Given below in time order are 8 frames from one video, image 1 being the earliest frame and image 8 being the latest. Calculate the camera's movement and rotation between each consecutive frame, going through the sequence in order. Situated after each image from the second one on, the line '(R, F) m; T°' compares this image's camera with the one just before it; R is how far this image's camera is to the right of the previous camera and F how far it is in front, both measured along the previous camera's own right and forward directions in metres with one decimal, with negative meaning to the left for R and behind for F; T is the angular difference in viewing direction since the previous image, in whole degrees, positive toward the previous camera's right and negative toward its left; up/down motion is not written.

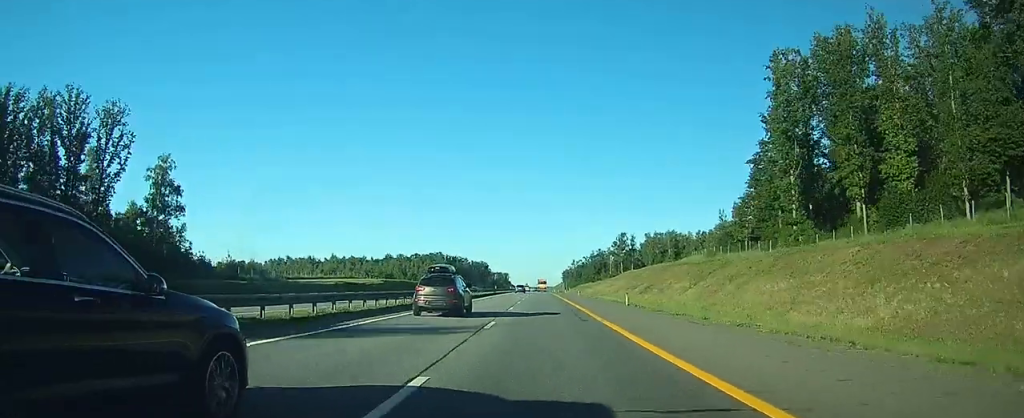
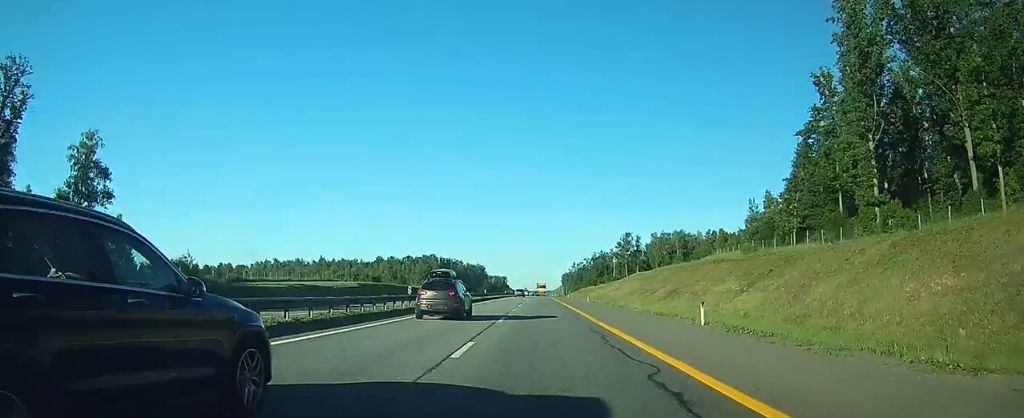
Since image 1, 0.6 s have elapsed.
(0.0, +18.2) m; 0°
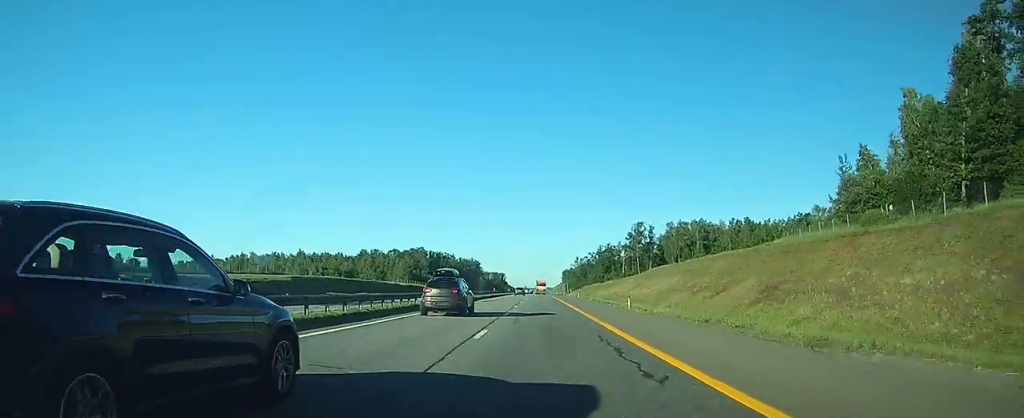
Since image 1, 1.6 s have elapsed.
(0.0, +32.2) m; 0°
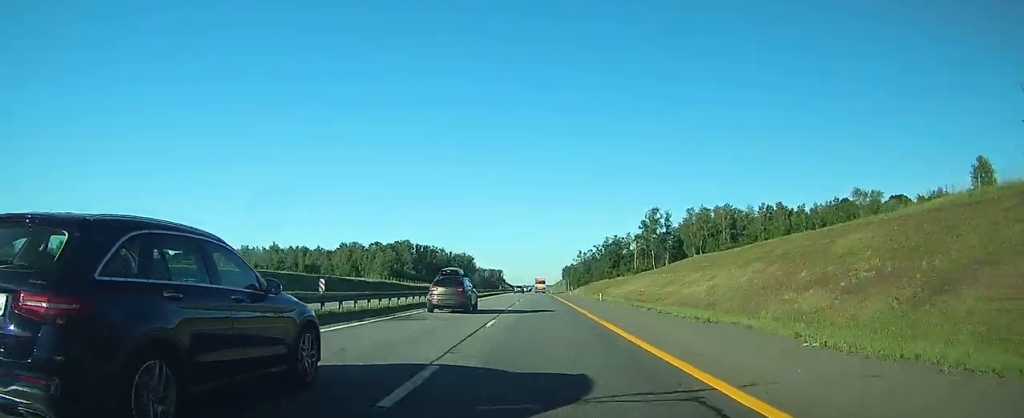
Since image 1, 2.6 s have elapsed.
(-0.1, +32.3) m; 0°
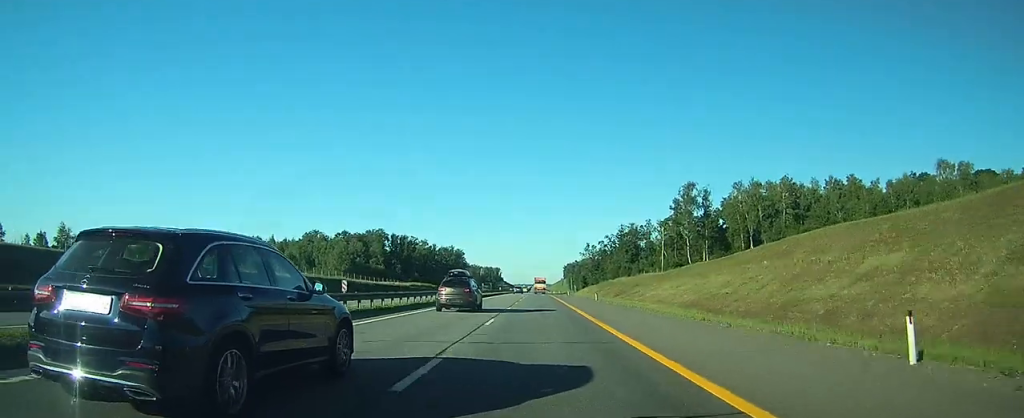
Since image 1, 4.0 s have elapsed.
(+0.1, +47.4) m; 0°
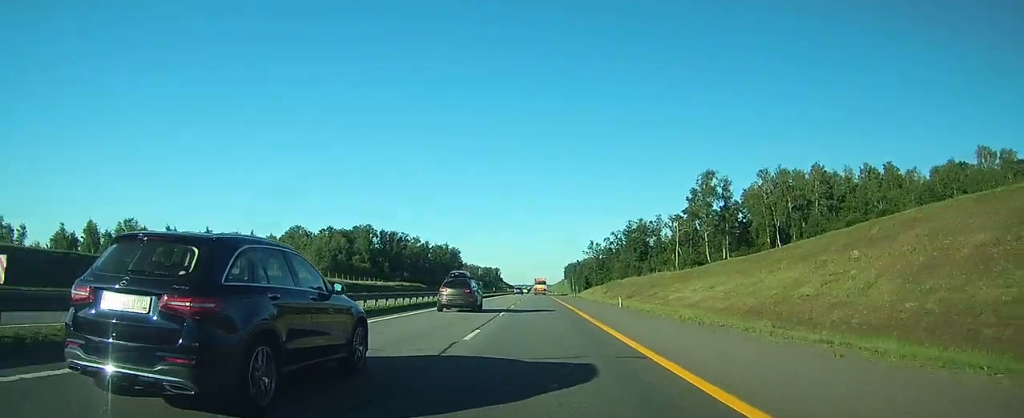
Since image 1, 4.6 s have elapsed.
(+0.1, +17.2) m; 0°
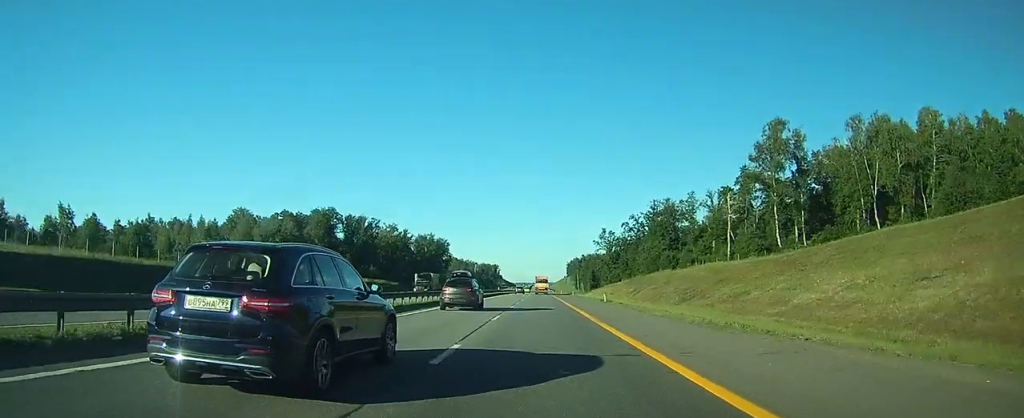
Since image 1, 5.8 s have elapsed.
(-0.1, +40.7) m; 0°
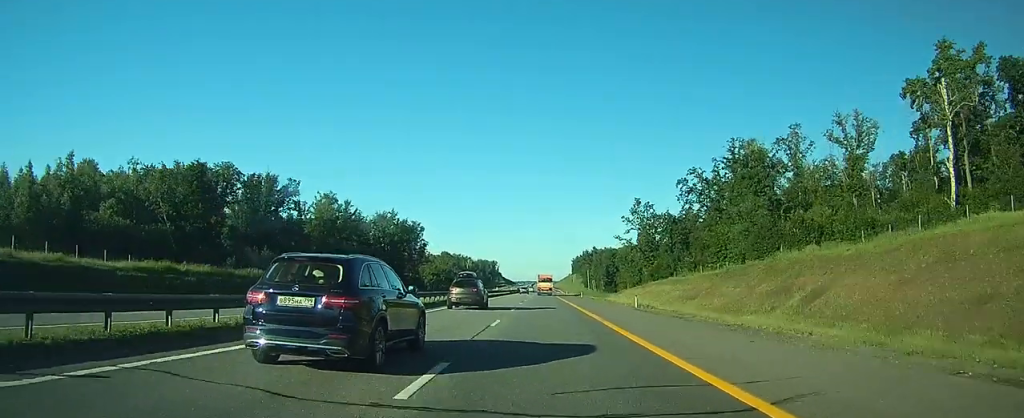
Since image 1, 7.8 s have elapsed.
(+0.1, +63.0) m; 0°
